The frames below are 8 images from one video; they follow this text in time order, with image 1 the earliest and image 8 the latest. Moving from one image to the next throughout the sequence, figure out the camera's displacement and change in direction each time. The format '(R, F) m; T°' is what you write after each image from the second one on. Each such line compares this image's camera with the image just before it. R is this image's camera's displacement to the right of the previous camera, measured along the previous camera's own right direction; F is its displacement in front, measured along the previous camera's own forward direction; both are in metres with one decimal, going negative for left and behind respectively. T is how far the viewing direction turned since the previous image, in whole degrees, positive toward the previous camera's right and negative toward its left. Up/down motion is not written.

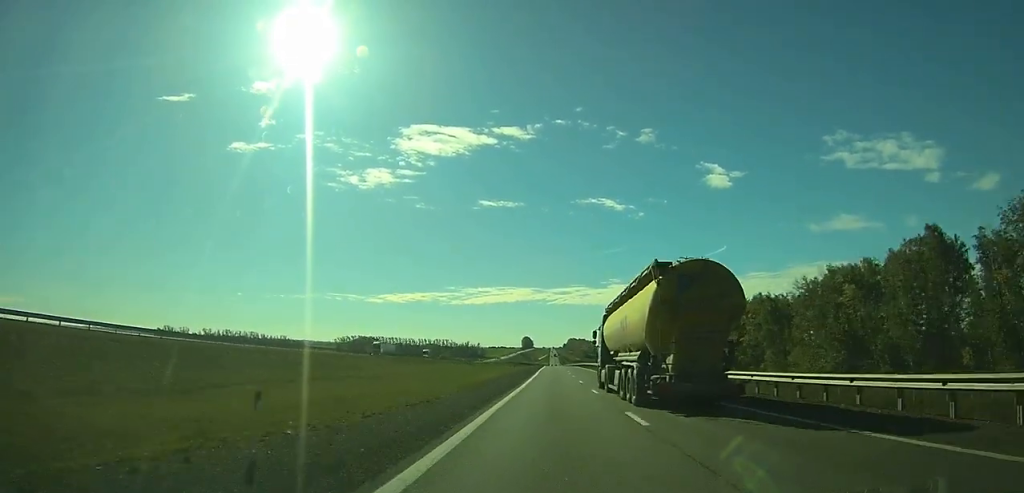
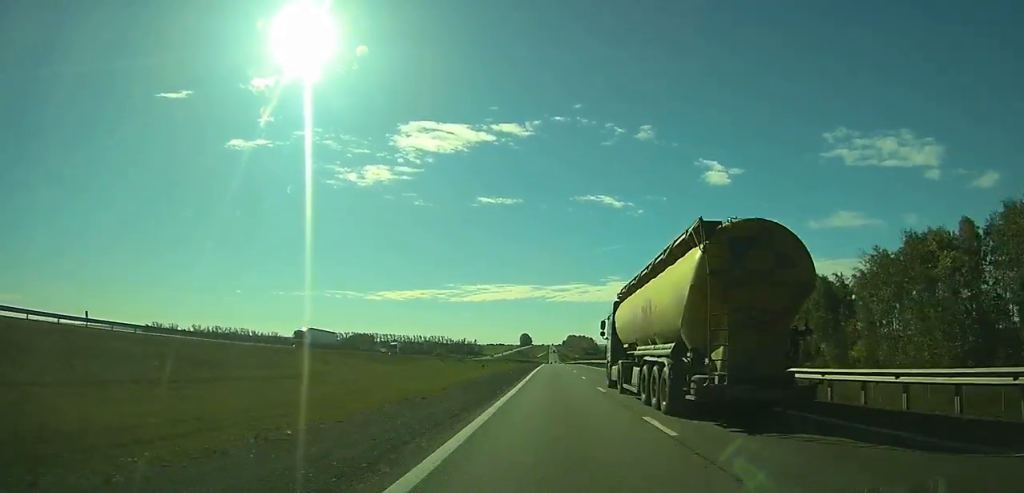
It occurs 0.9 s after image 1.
(-0.1, +25.9) m; 0°
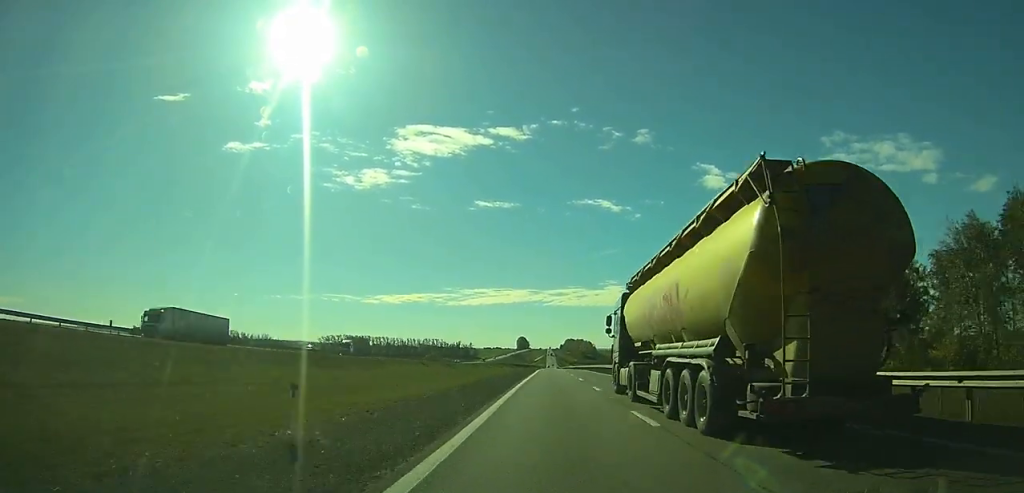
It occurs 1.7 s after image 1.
(-0.1, +22.2) m; 0°
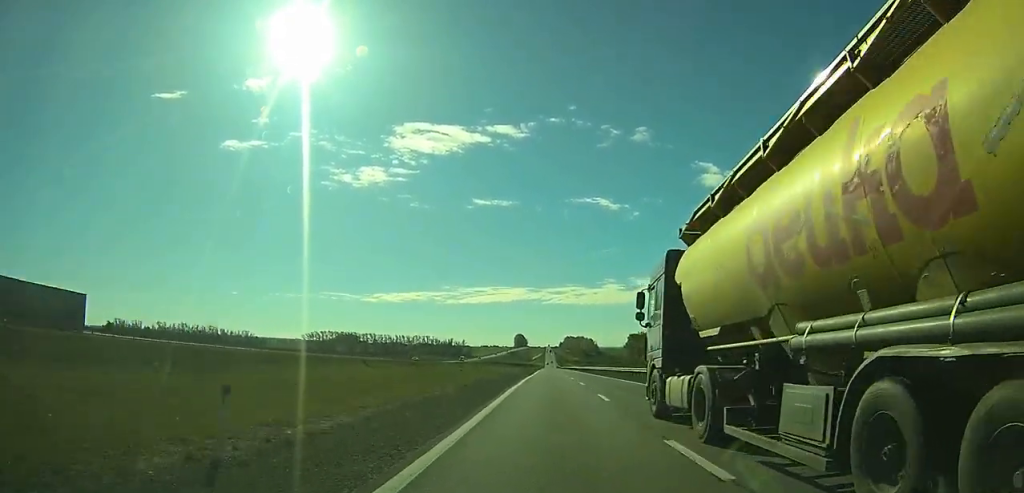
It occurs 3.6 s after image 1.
(+0.1, +52.2) m; +1°
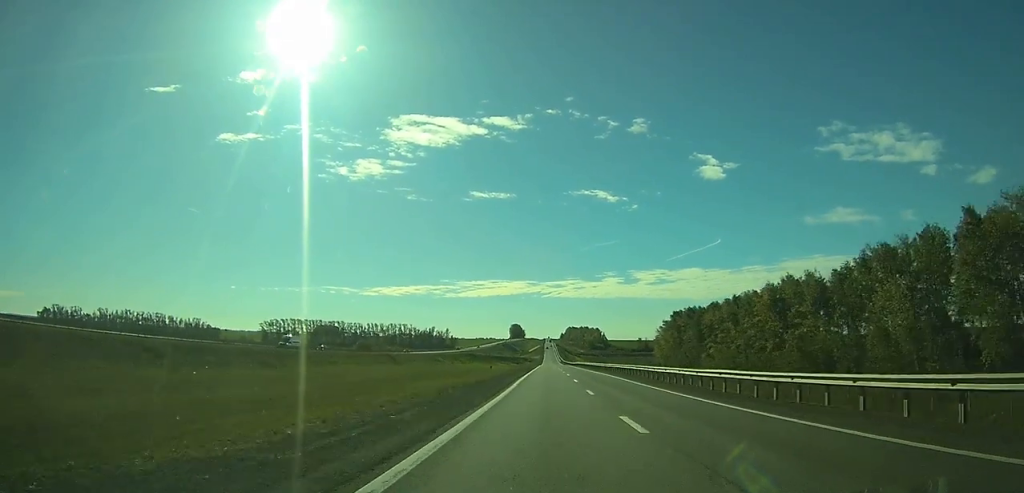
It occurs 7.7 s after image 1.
(+0.7, +115.2) m; 0°
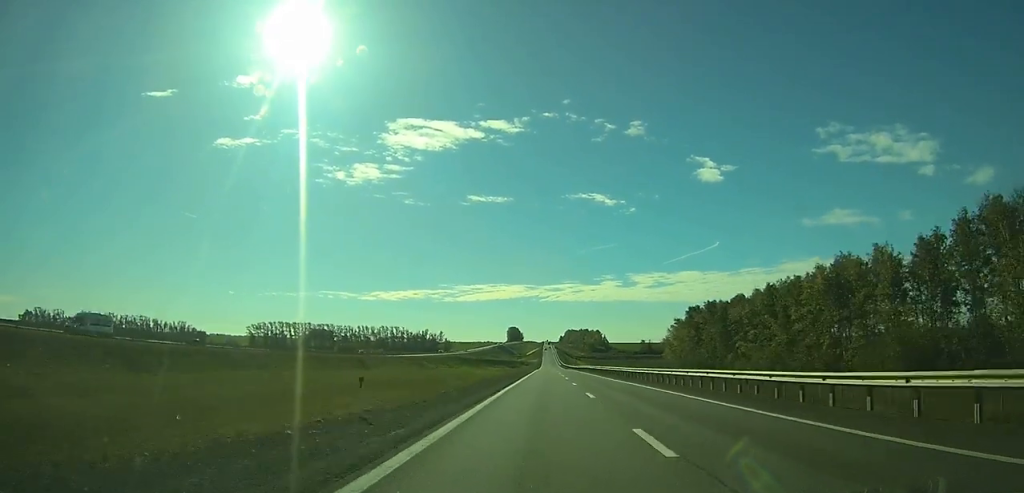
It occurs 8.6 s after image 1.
(-0.1, +26.7) m; 0°
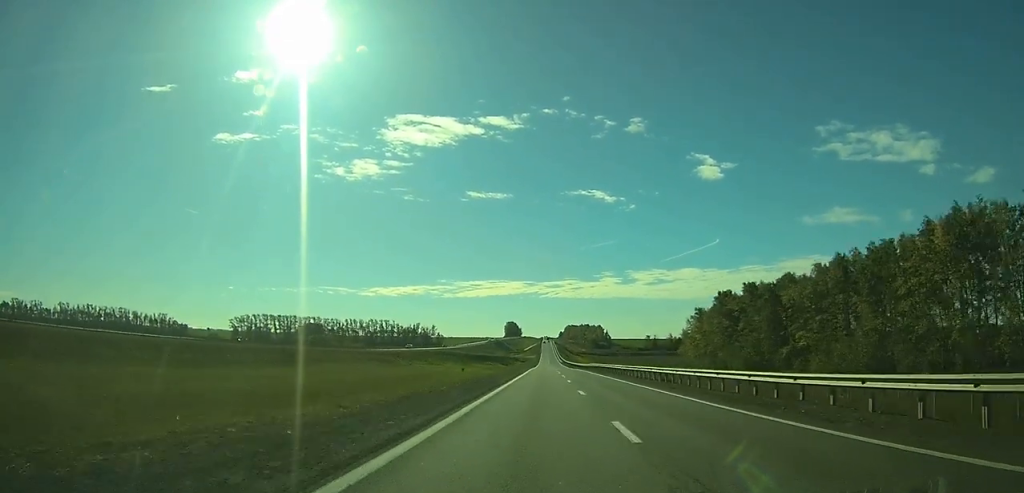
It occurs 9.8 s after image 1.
(0.0, +34.6) m; 0°
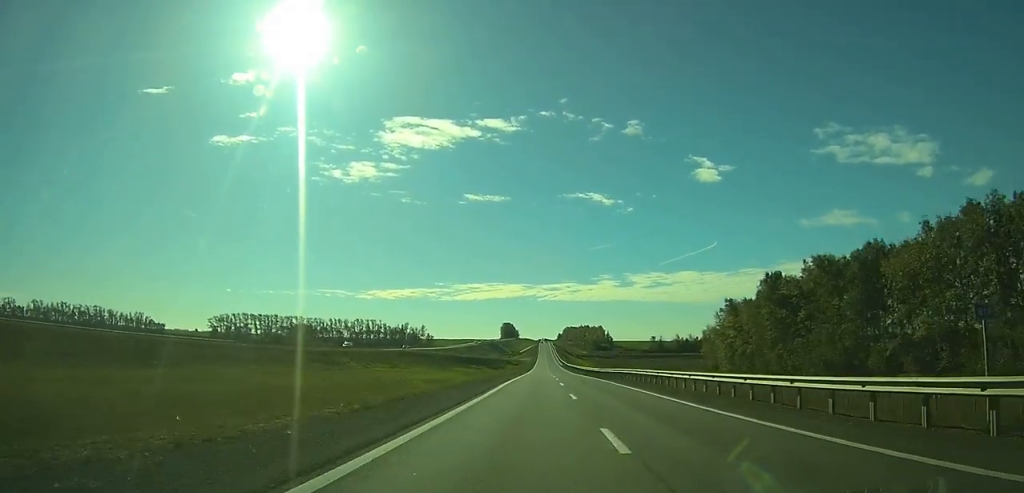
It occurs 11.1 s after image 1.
(+0.1, +36.7) m; 0°
